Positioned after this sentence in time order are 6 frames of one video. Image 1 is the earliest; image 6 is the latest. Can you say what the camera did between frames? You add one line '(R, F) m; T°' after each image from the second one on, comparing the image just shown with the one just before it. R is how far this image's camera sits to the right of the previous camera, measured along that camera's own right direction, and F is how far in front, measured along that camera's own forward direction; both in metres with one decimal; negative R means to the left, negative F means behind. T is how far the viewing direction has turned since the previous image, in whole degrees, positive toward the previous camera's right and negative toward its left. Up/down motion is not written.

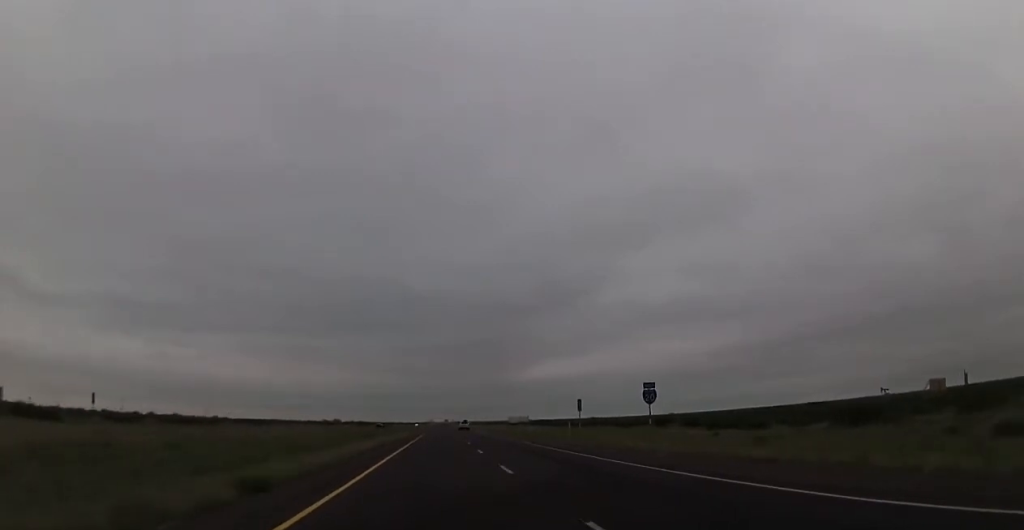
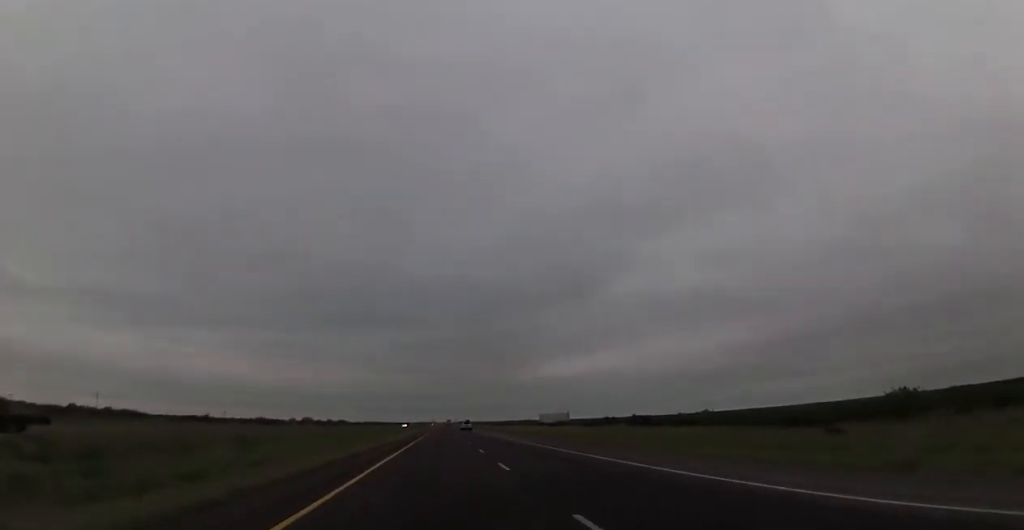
(-1.2, +120.1) m; 0°
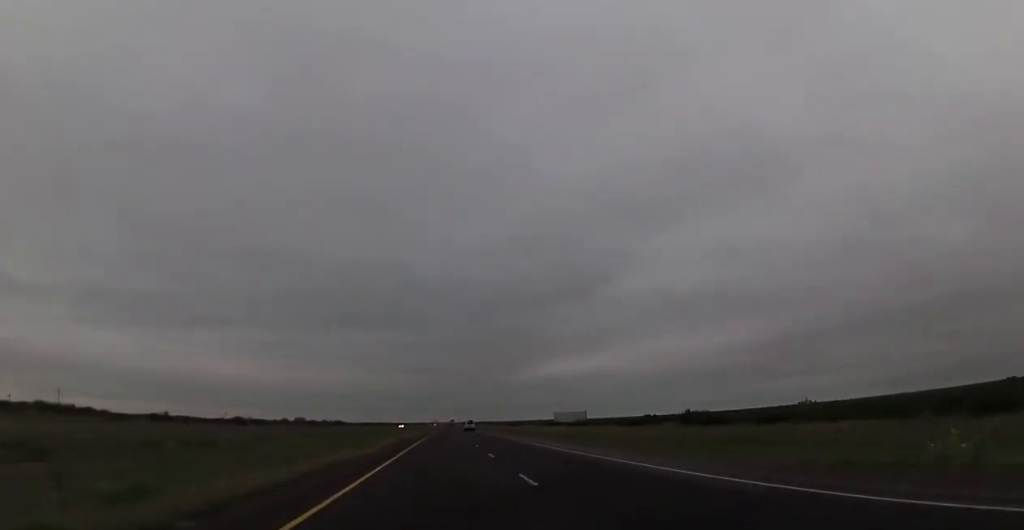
(+0.1, +28.4) m; 0°
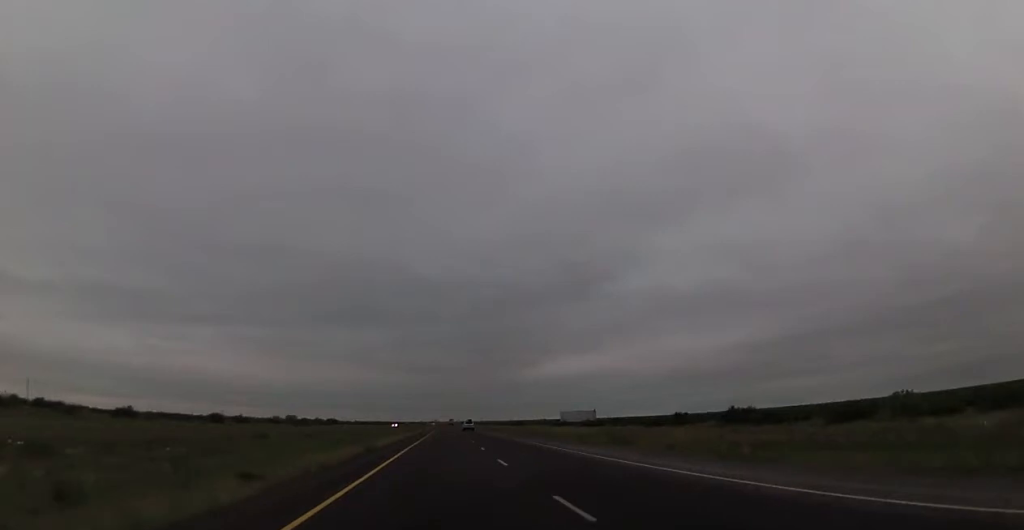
(0.0, +17.3) m; 0°
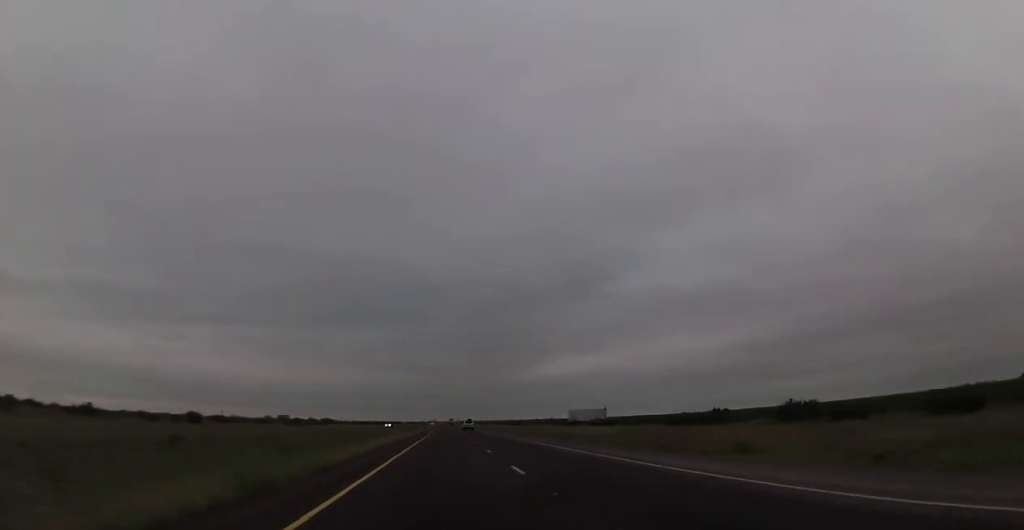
(-0.2, +16.1) m; 0°
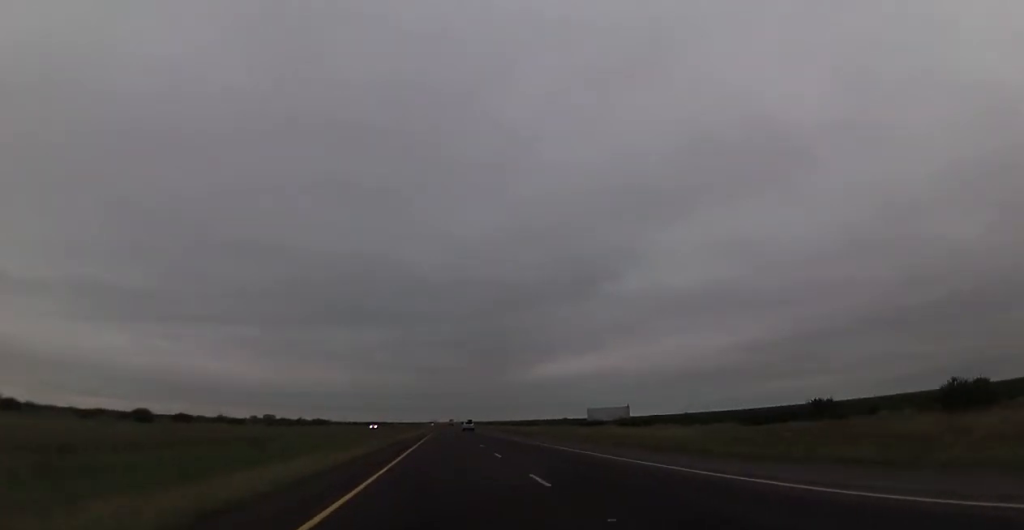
(0.0, +27.3) m; 0°
